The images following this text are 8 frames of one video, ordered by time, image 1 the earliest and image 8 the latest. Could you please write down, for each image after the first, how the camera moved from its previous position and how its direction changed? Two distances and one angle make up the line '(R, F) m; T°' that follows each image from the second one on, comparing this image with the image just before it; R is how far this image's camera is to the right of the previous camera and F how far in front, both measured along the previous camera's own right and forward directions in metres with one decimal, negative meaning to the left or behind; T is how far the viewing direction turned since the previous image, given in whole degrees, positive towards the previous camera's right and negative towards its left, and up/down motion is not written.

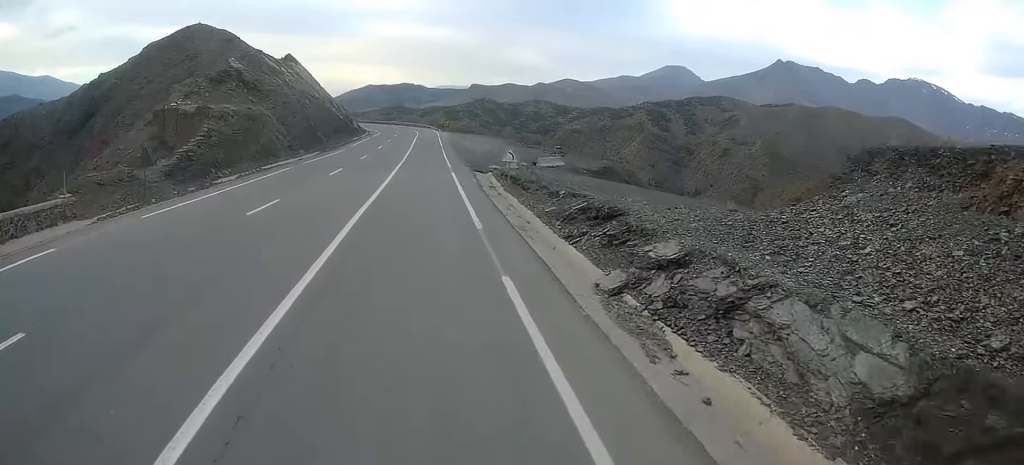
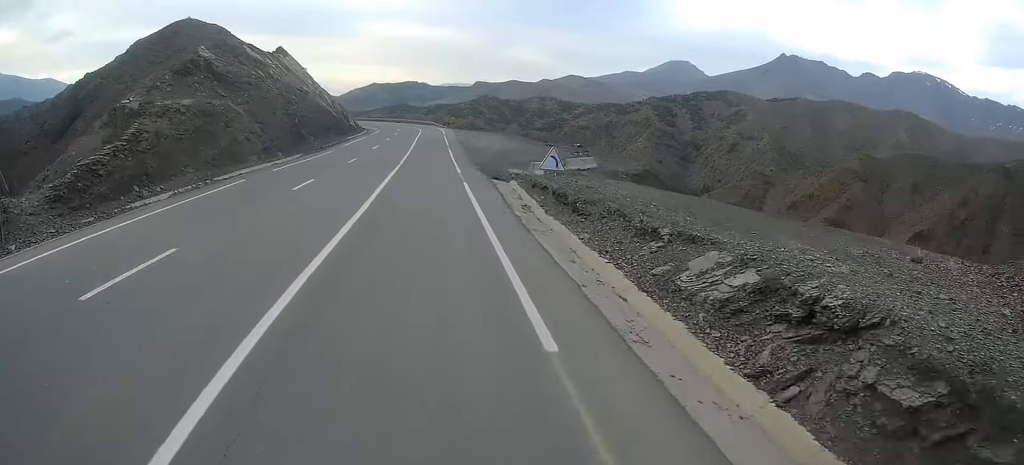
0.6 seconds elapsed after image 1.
(0.0, +9.7) m; 0°
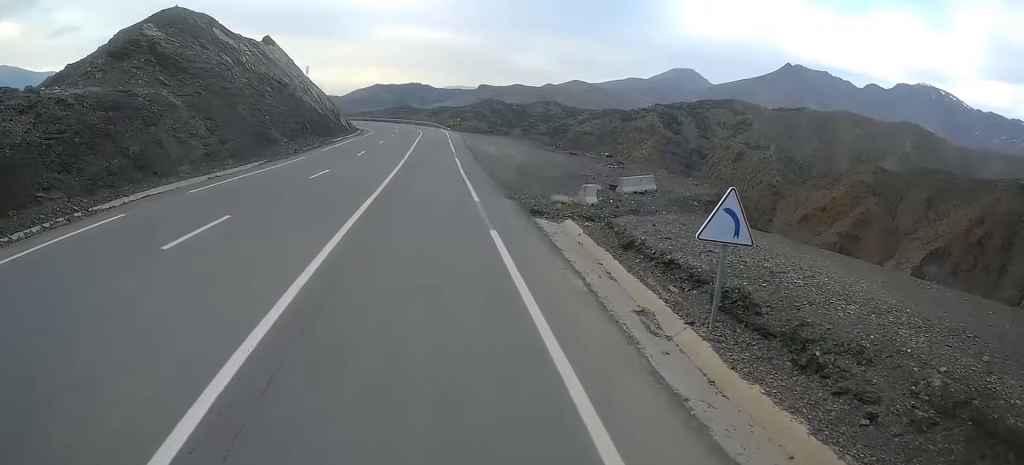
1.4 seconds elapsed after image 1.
(0.0, +12.2) m; 0°
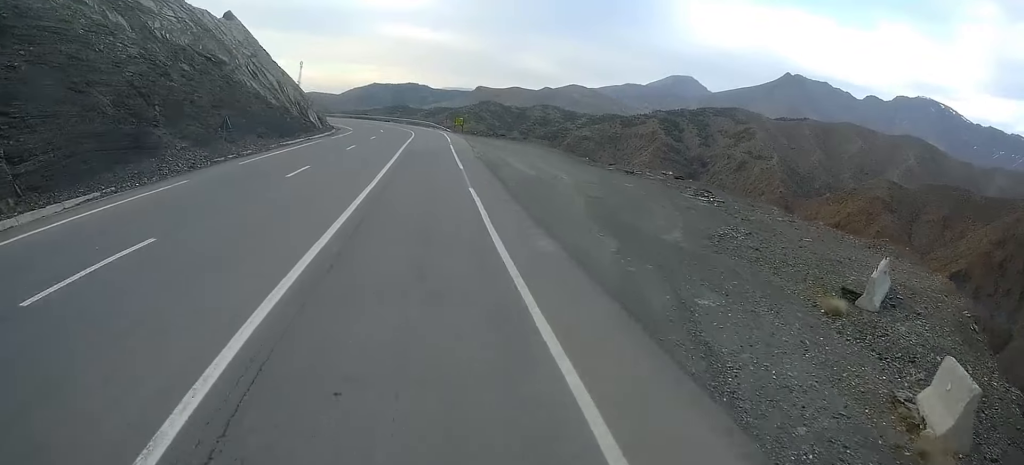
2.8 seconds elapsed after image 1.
(-0.3, +20.2) m; -1°
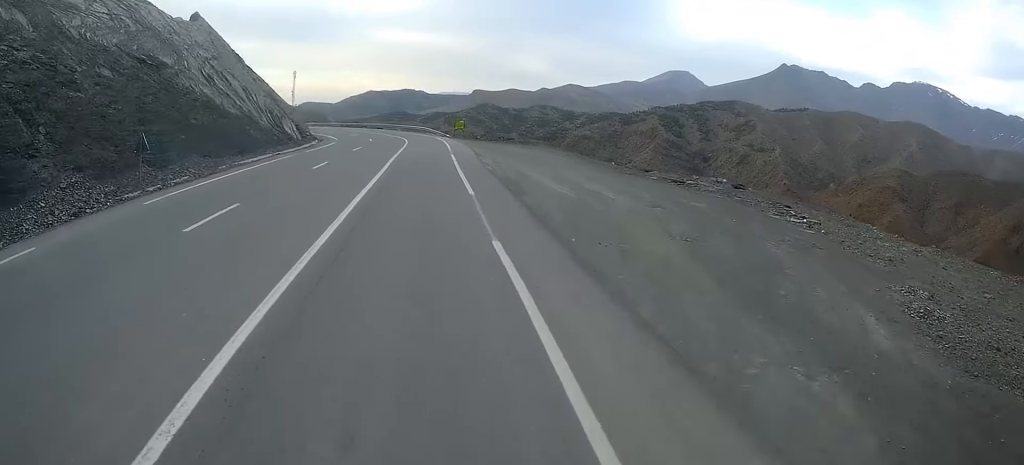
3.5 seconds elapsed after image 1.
(-0.1, +10.0) m; 0°
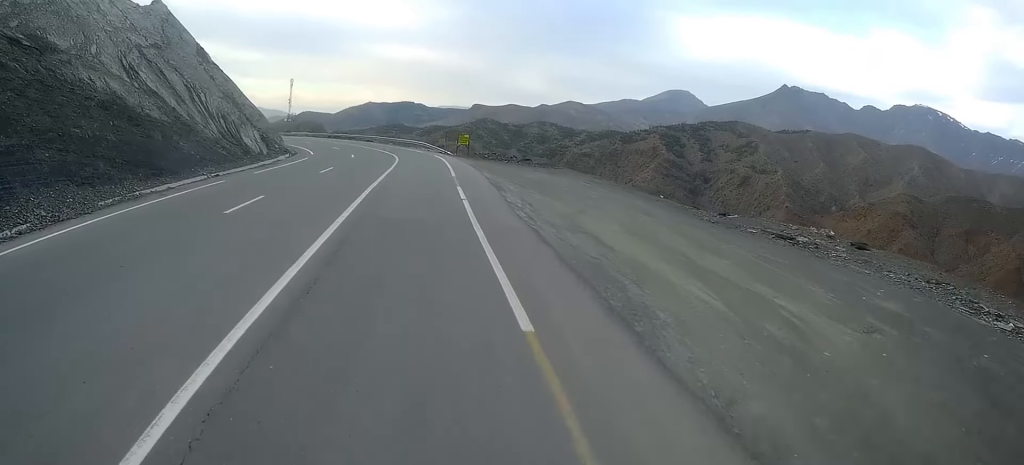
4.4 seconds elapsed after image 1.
(+0.4, +13.0) m; 0°
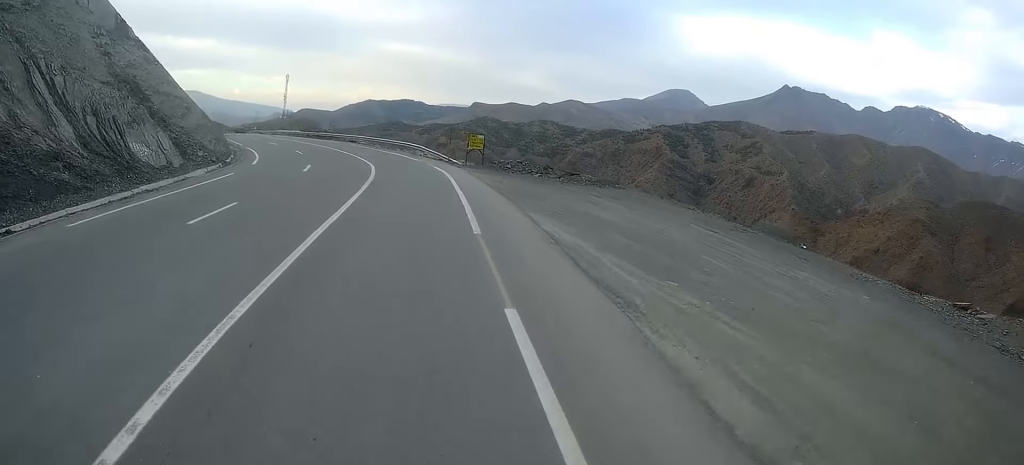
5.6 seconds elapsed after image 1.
(-0.3, +17.7) m; 0°
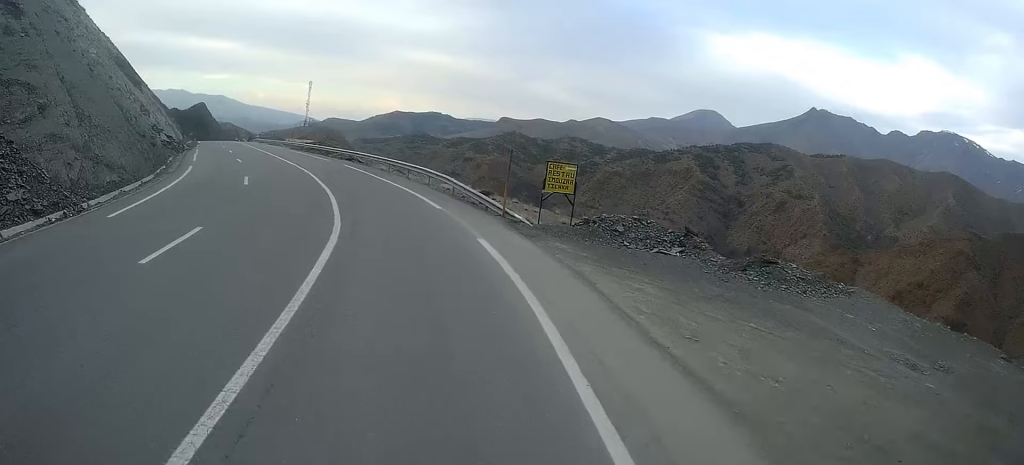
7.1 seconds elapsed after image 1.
(-0.6, +19.2) m; -5°
